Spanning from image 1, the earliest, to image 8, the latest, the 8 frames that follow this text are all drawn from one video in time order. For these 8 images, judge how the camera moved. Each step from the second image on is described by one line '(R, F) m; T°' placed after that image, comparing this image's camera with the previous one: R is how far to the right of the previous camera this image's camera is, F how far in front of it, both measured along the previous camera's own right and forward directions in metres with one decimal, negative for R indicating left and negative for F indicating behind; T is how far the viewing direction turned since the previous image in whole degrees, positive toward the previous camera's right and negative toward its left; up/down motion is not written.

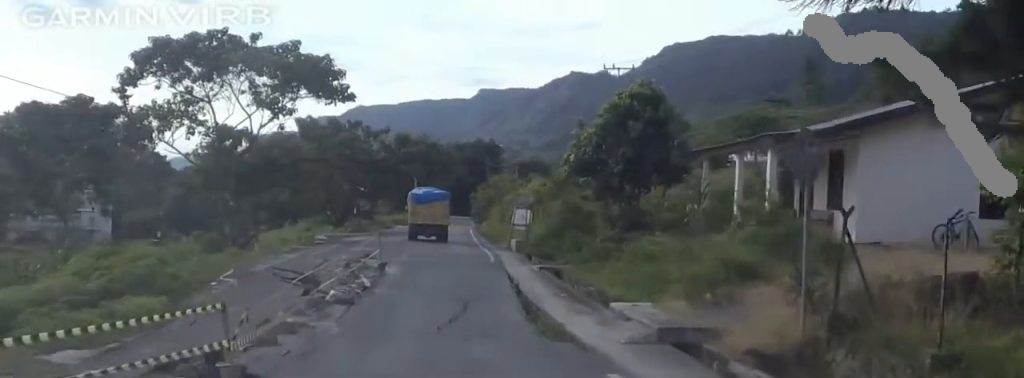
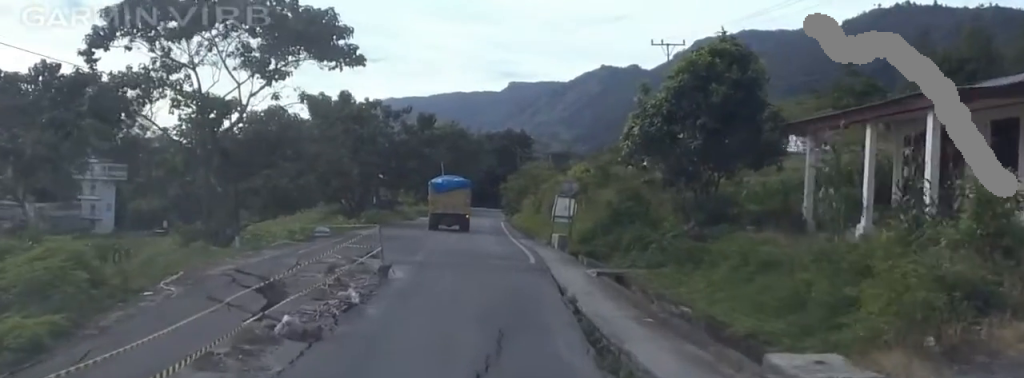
(0.0, +8.3) m; -6°
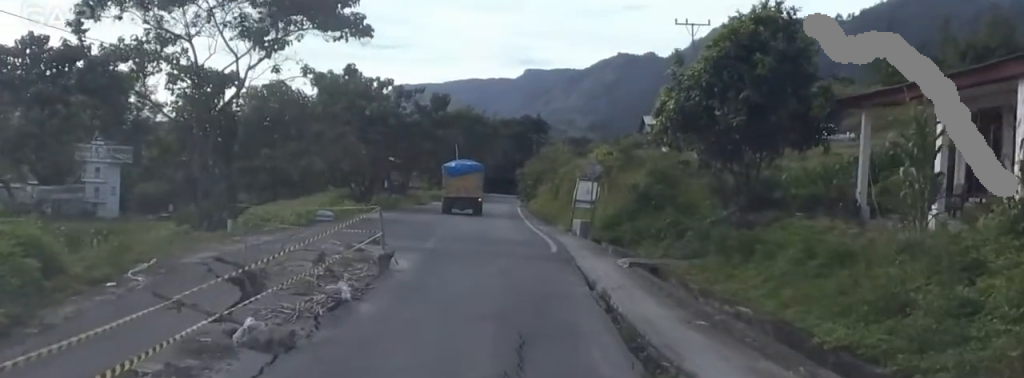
(-0.4, +3.5) m; +1°
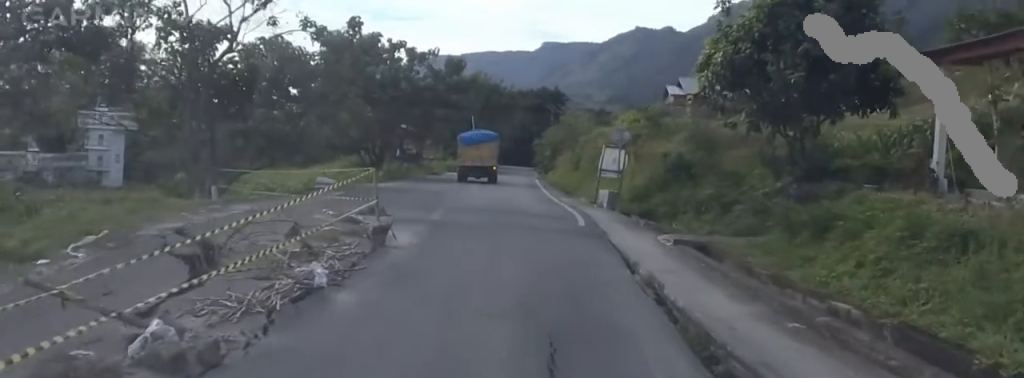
(-0.3, +4.3) m; +2°
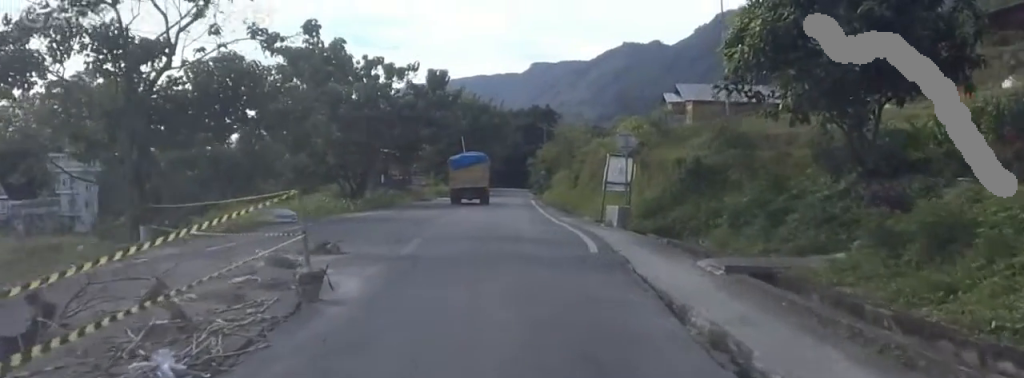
(+0.7, +5.7) m; -2°
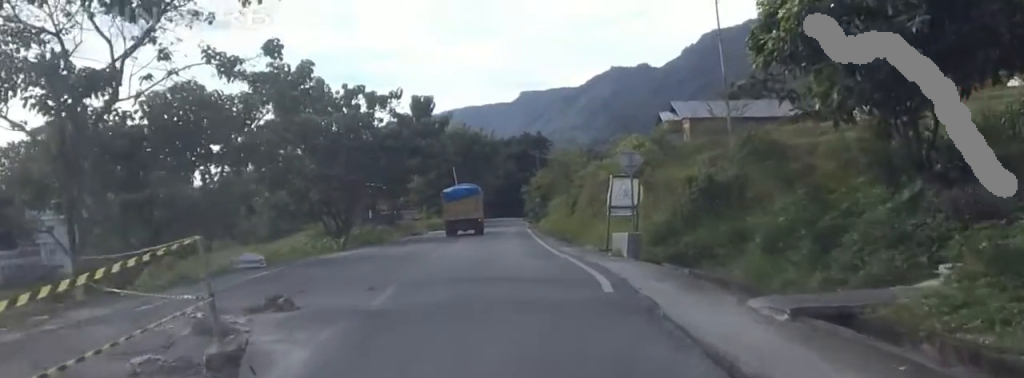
(-0.9, +3.2) m; -1°
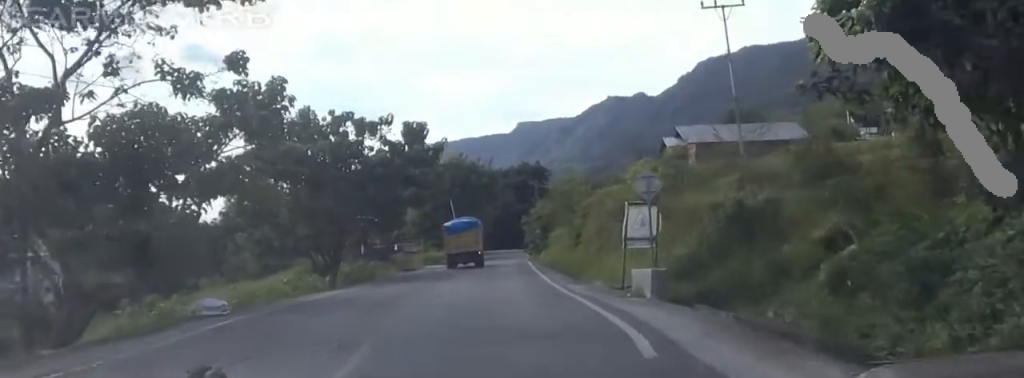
(+0.2, +3.2) m; +1°
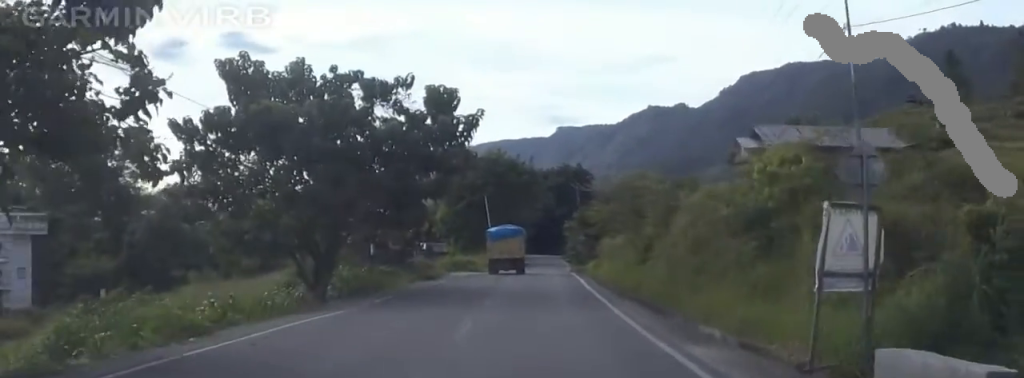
(+0.2, +10.0) m; +2°
